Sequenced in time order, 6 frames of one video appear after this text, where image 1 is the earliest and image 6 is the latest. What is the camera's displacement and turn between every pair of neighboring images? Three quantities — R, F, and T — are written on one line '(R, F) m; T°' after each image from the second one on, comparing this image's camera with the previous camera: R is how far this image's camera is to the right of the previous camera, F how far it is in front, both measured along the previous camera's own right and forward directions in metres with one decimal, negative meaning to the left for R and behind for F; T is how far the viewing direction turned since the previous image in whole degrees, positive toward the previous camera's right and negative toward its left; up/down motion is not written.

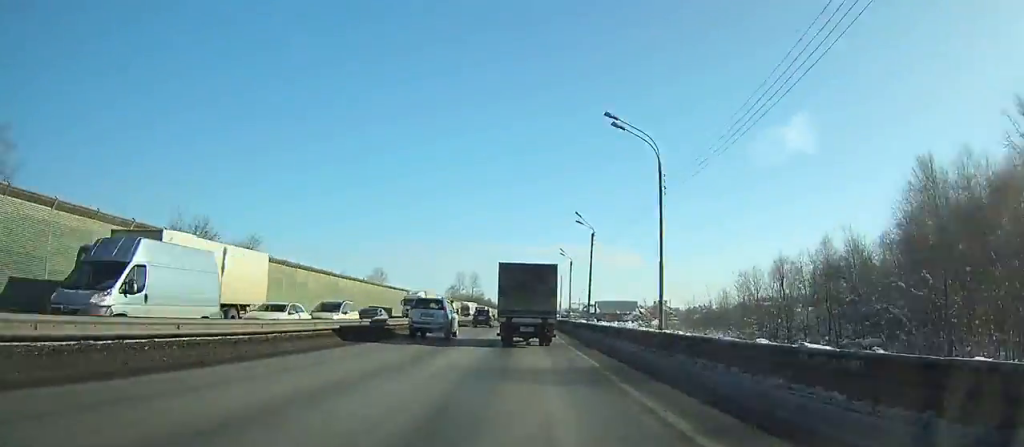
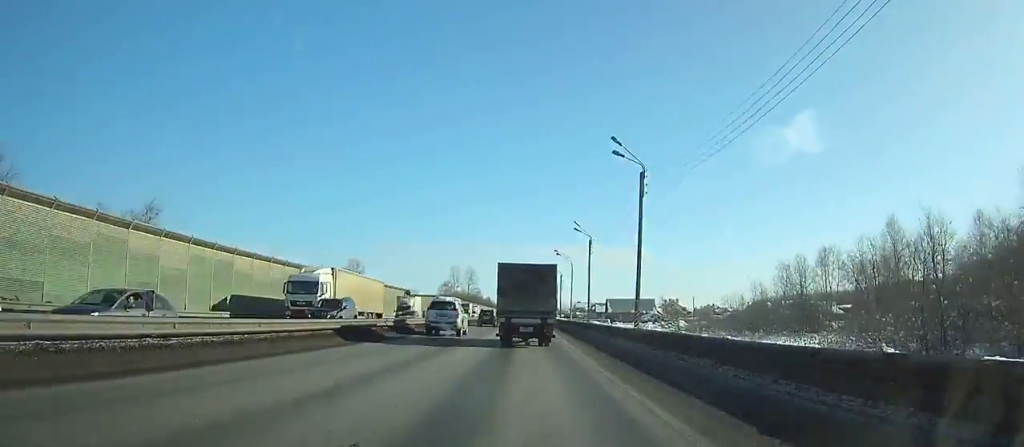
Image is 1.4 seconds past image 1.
(0.0, +23.9) m; 0°
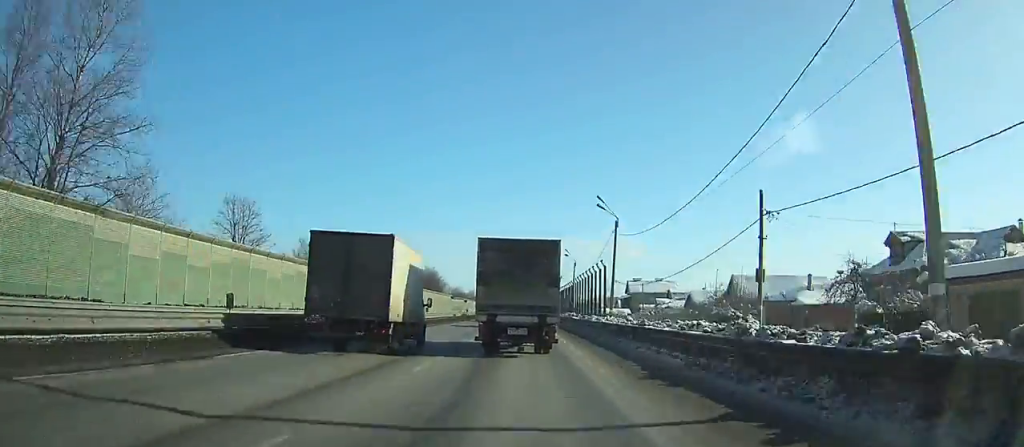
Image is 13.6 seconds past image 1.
(+0.3, +205.0) m; 0°
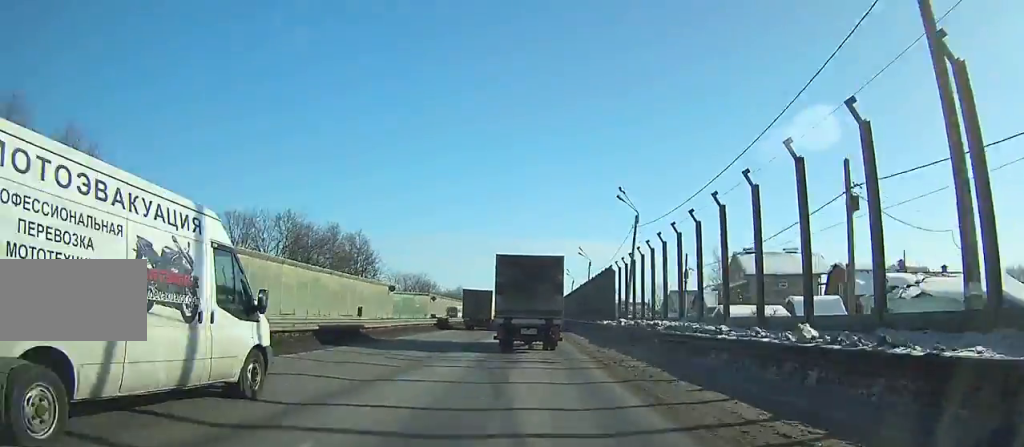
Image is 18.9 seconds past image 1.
(0.0, +82.7) m; 0°
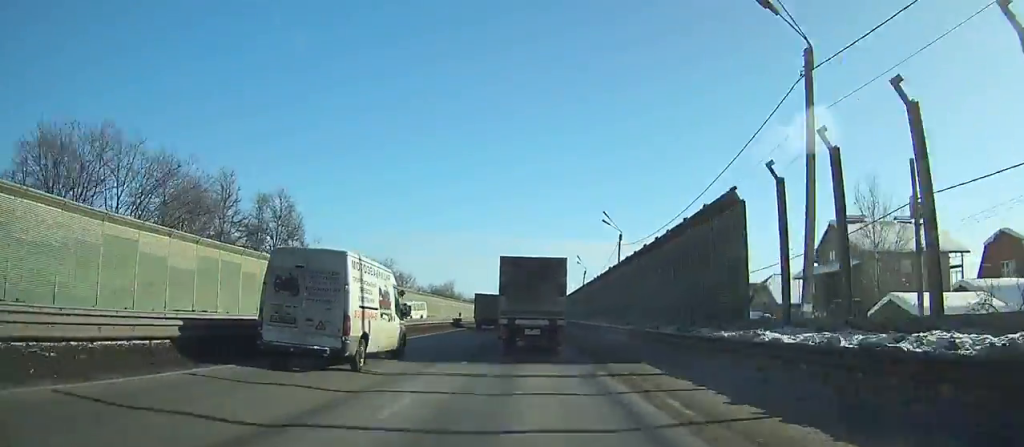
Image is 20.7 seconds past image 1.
(-0.1, +27.5) m; 0°
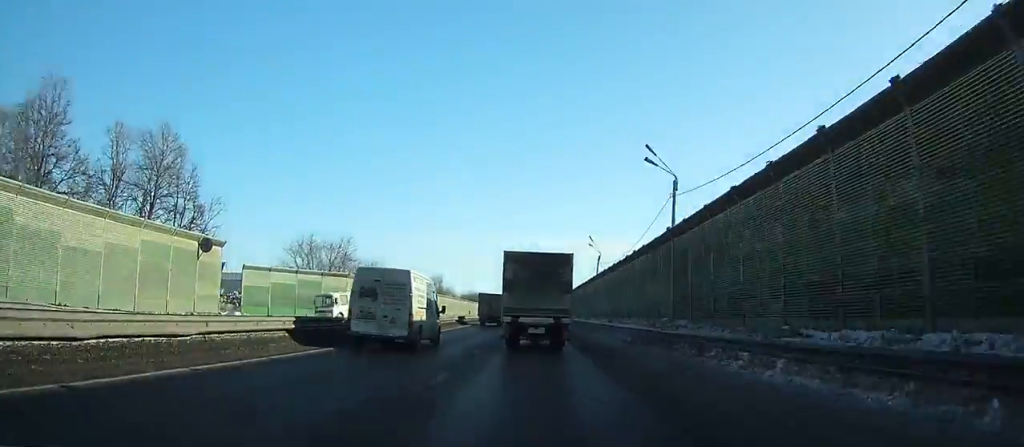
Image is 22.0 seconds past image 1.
(-0.1, +19.7) m; 0°
